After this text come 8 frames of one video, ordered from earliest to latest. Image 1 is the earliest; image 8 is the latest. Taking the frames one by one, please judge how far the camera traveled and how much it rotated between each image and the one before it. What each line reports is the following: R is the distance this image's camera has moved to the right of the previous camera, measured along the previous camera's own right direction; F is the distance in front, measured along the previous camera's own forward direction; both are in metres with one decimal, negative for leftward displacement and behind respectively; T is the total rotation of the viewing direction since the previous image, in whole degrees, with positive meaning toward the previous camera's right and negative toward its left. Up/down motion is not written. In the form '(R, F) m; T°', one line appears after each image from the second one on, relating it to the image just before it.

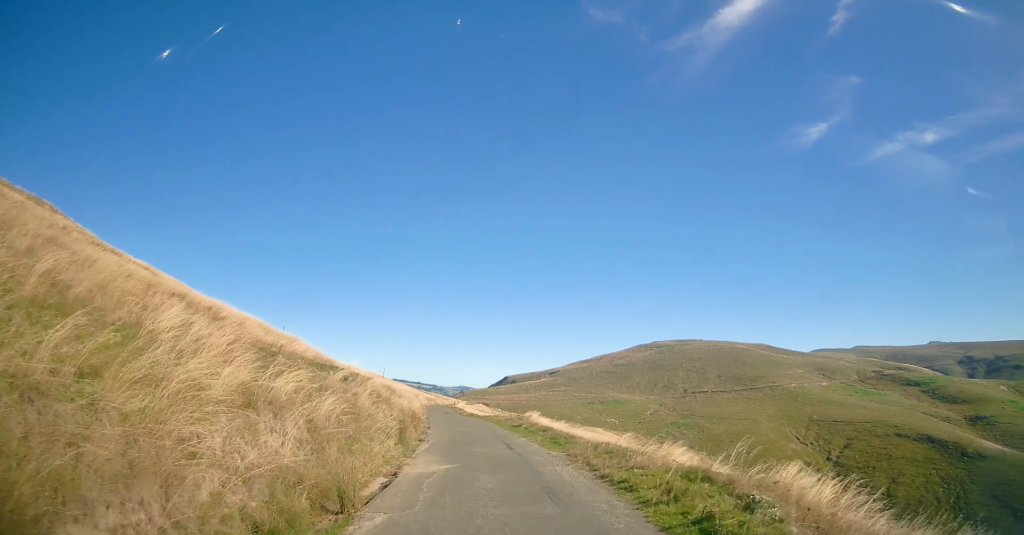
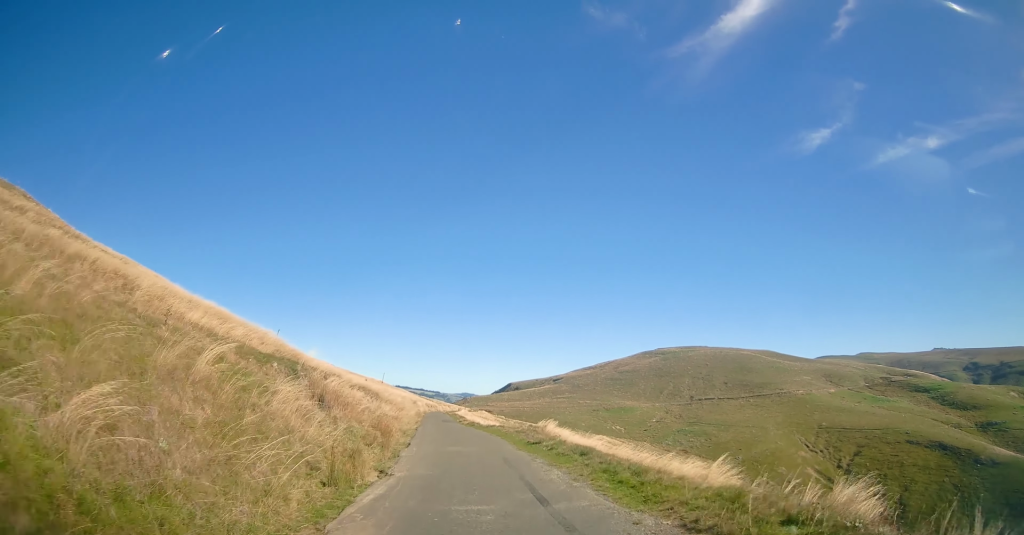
(0.0, +8.2) m; -1°
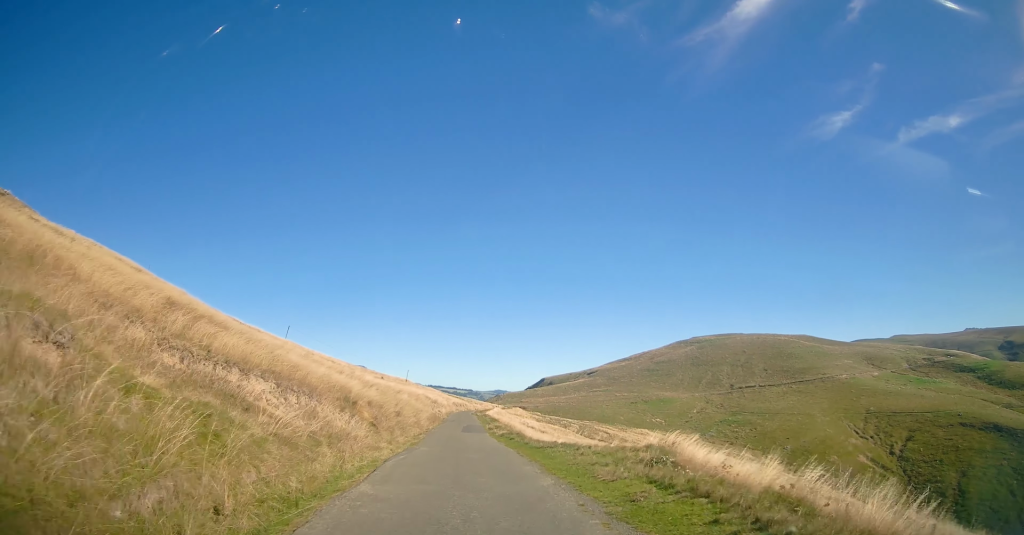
(-0.1, +18.7) m; 0°
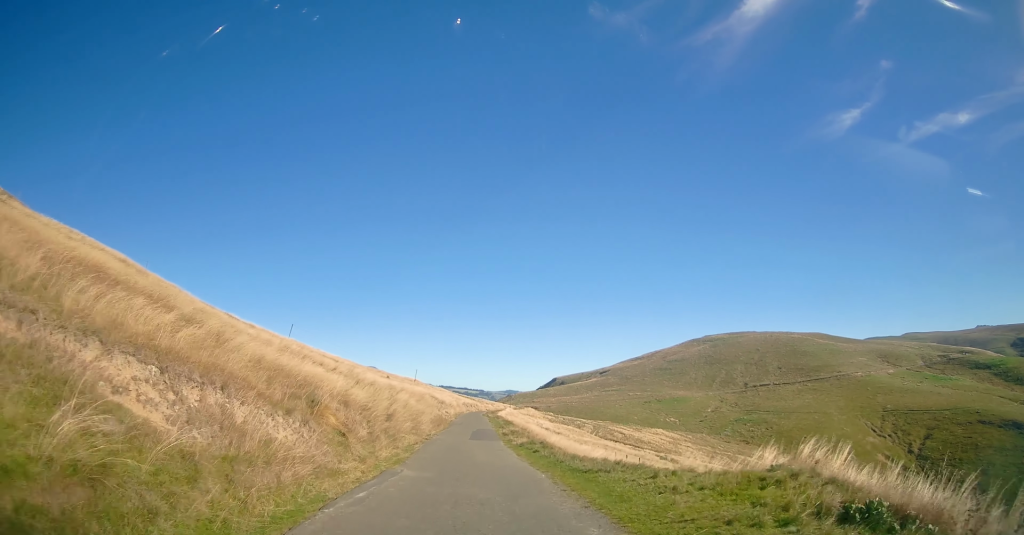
(+0.1, +6.6) m; 0°
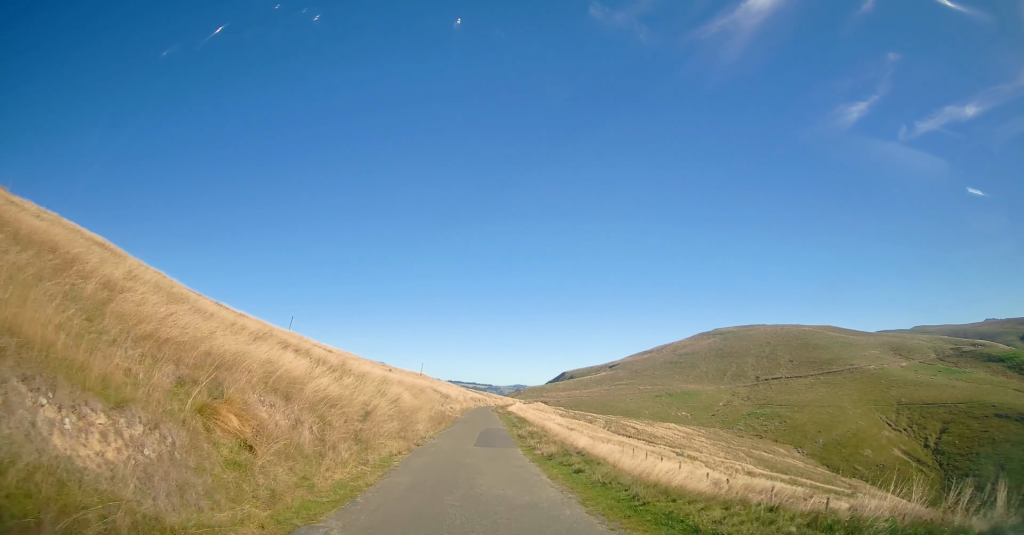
(-0.2, +7.0) m; -1°
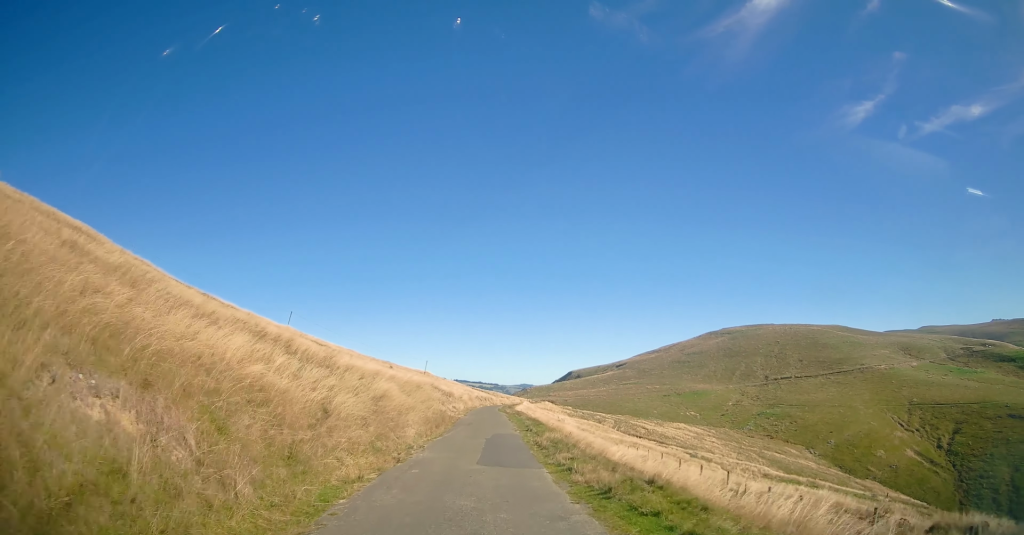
(0.0, +6.2) m; -2°
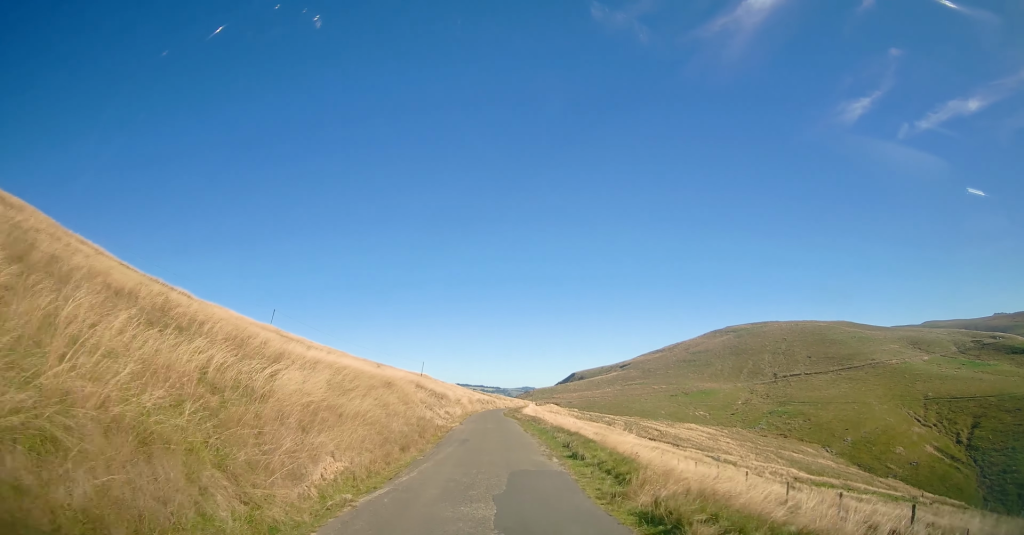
(-0.5, +13.1) m; -4°
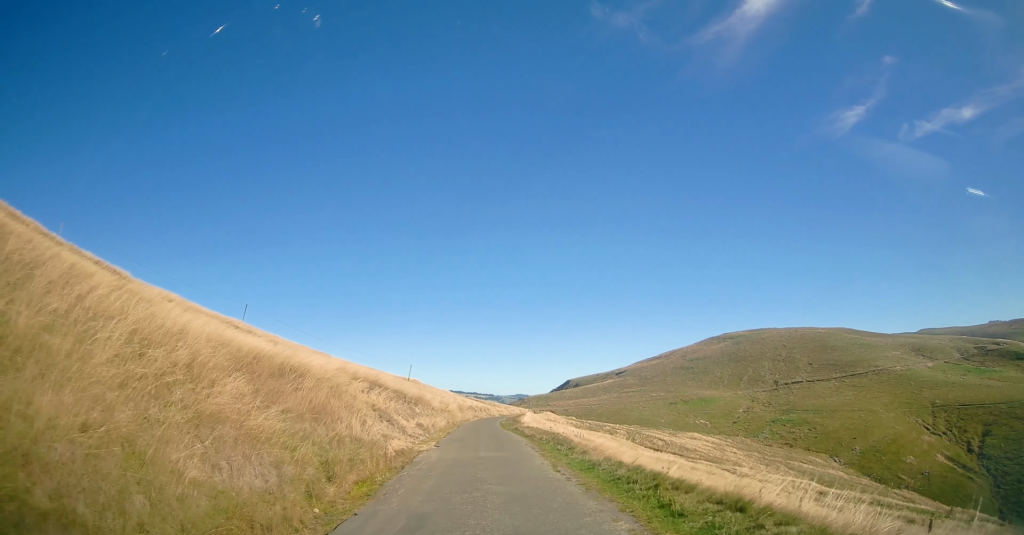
(-0.1, +13.2) m; +2°
